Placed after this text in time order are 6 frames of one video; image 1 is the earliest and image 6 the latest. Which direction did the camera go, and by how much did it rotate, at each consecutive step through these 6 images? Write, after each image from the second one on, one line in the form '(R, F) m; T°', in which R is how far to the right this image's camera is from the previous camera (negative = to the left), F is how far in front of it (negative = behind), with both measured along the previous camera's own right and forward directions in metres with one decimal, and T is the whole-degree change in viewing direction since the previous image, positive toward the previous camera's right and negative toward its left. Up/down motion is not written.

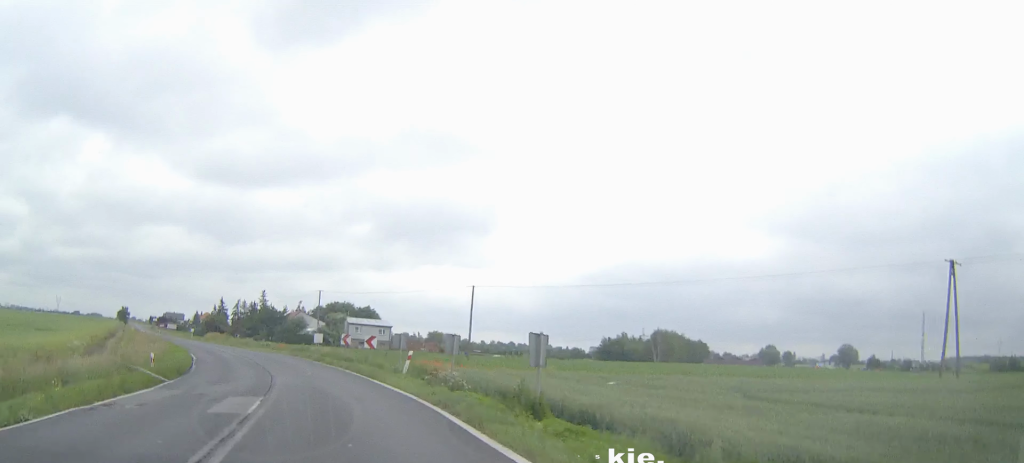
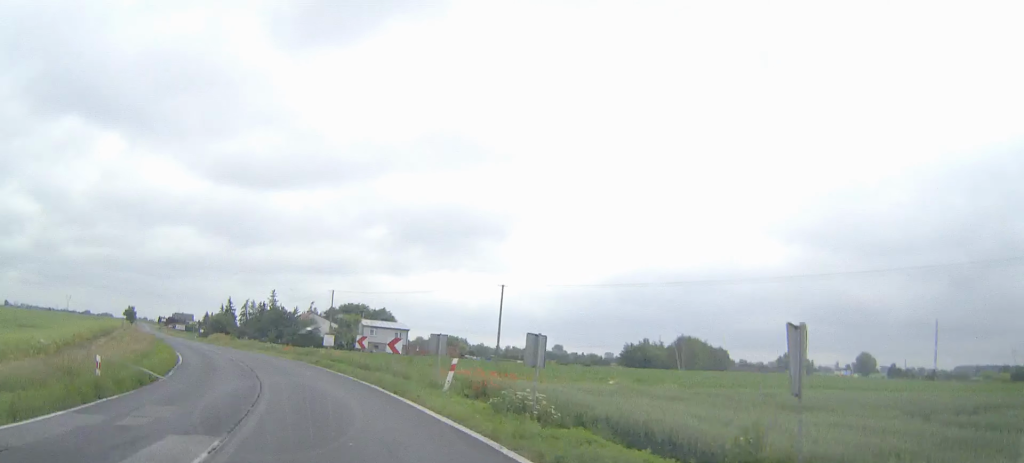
(0.0, +8.0) m; -1°
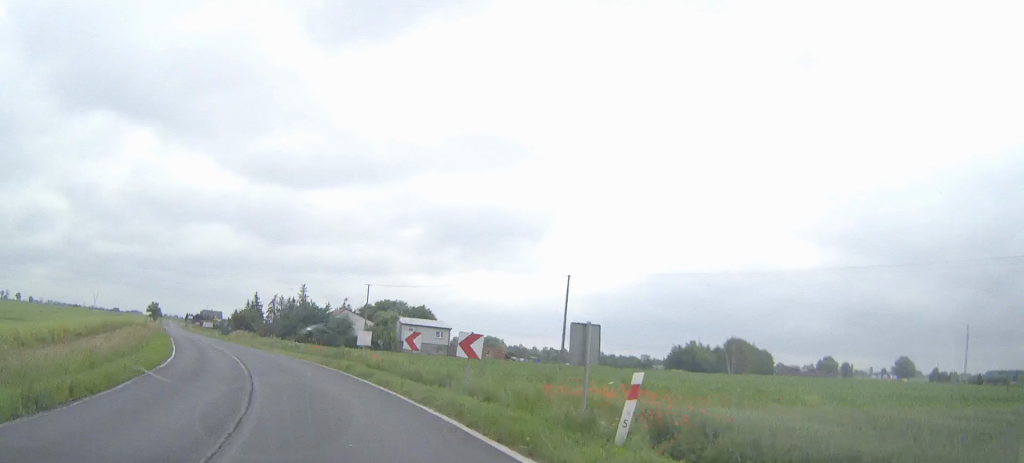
(-0.1, +10.5) m; -2°
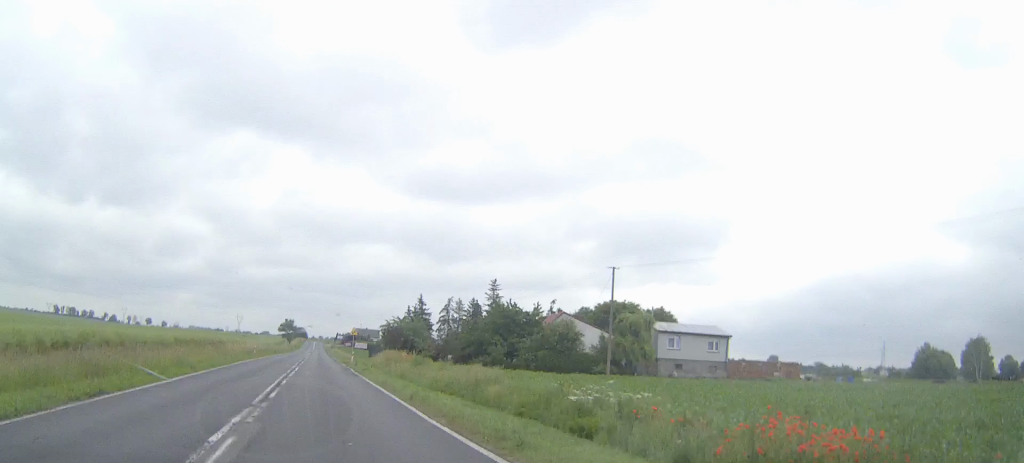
(-4.2, +42.4) m; -12°
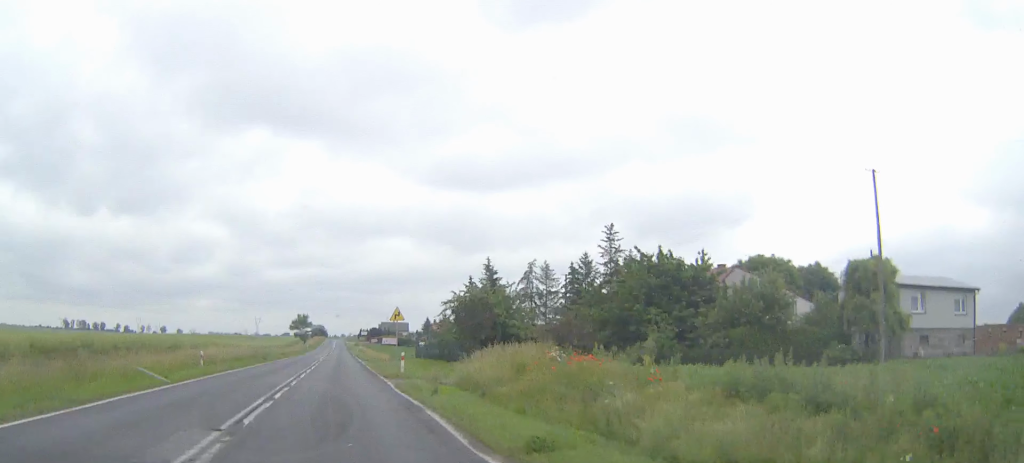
(-1.6, +32.7) m; -4°
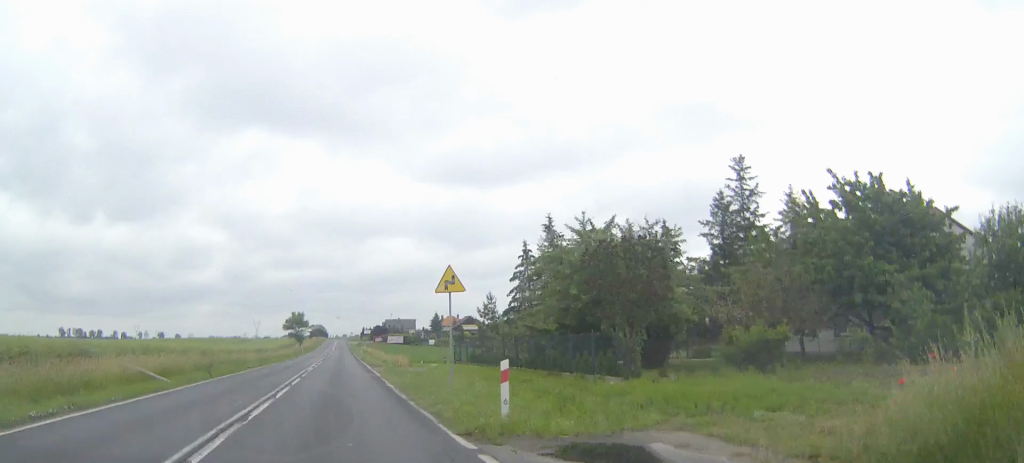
(0.0, +20.2) m; 0°
